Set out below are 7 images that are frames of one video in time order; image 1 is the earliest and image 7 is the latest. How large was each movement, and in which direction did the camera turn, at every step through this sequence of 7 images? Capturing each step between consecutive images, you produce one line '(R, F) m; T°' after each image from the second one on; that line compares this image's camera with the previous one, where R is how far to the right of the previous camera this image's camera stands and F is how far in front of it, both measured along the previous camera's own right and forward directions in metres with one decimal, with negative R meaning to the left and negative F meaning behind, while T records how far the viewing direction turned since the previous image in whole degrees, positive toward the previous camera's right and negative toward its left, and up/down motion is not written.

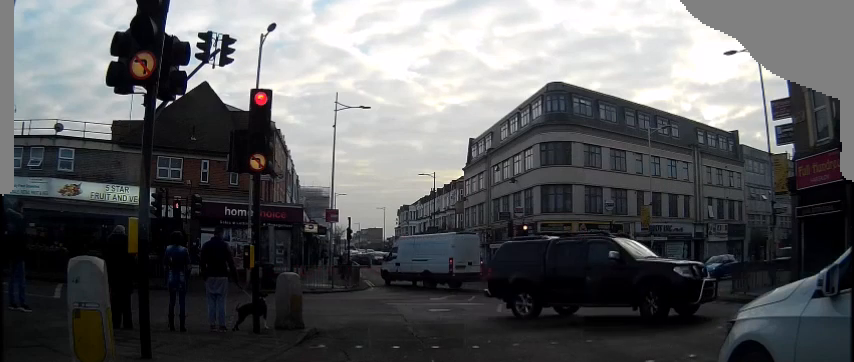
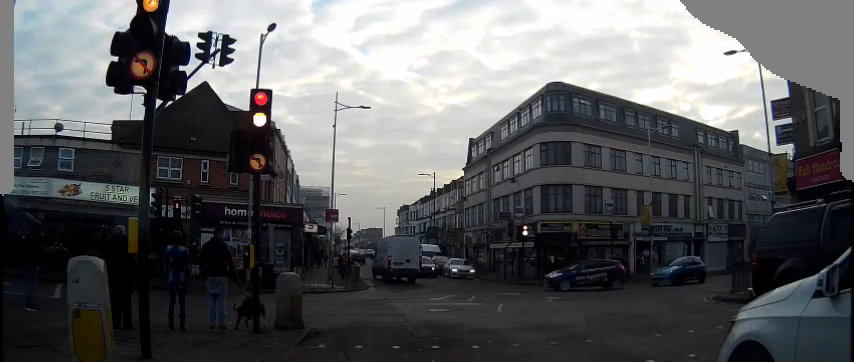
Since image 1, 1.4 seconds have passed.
(0.0, 0.0) m; 0°
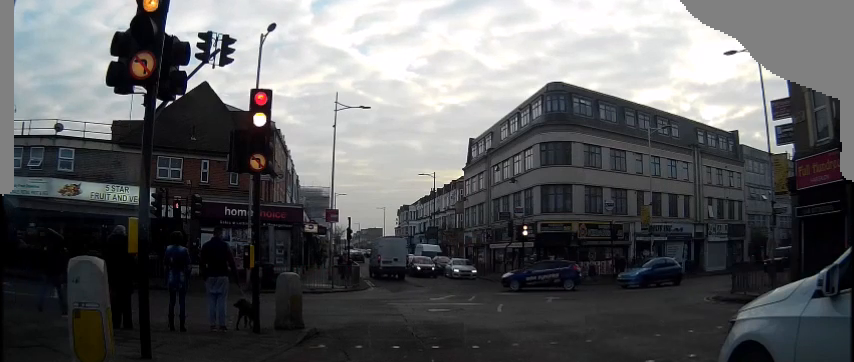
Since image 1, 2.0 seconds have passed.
(0.0, 0.0) m; 0°
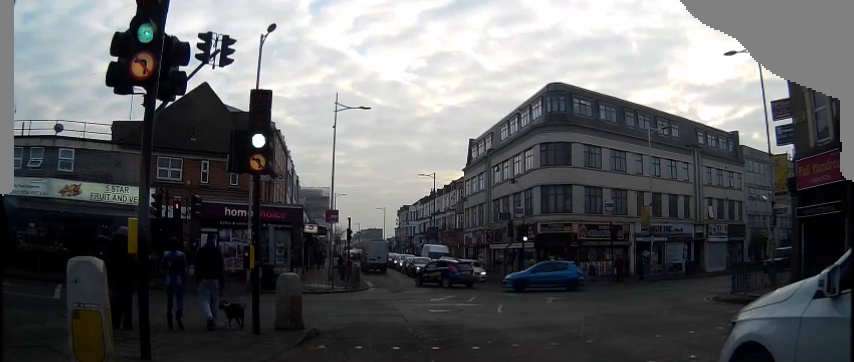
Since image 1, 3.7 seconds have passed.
(0.0, 0.0) m; 0°
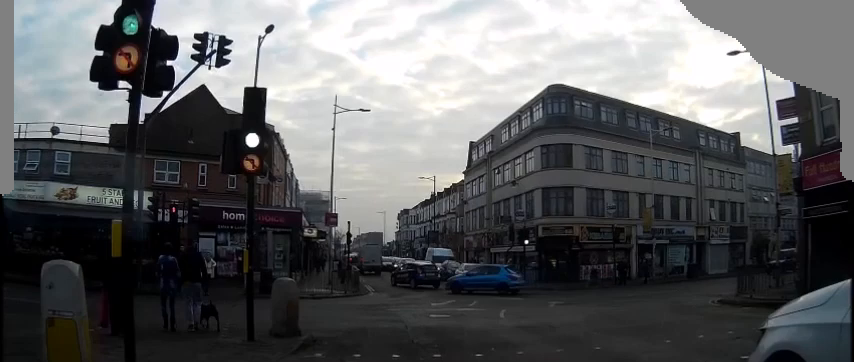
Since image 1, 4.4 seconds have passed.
(0.0, +1.0) m; 0°
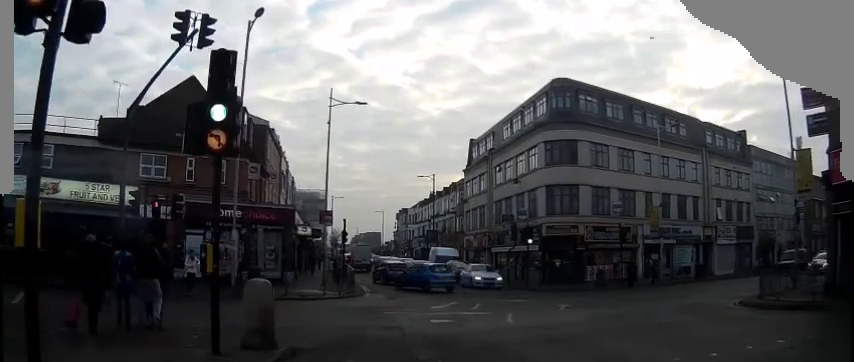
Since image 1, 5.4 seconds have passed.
(0.0, +2.1) m; 0°
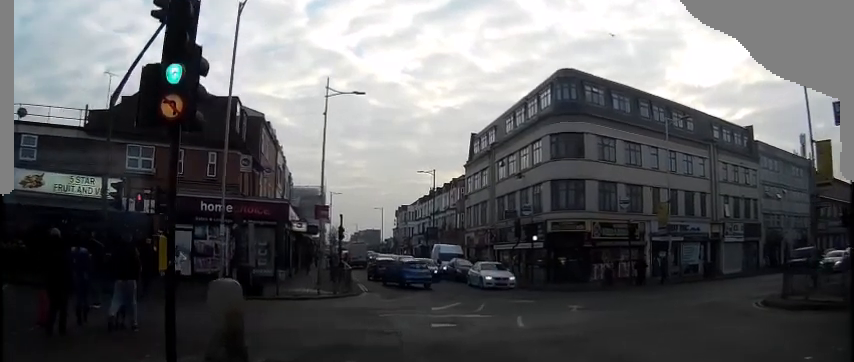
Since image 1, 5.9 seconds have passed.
(0.0, +1.4) m; 0°
